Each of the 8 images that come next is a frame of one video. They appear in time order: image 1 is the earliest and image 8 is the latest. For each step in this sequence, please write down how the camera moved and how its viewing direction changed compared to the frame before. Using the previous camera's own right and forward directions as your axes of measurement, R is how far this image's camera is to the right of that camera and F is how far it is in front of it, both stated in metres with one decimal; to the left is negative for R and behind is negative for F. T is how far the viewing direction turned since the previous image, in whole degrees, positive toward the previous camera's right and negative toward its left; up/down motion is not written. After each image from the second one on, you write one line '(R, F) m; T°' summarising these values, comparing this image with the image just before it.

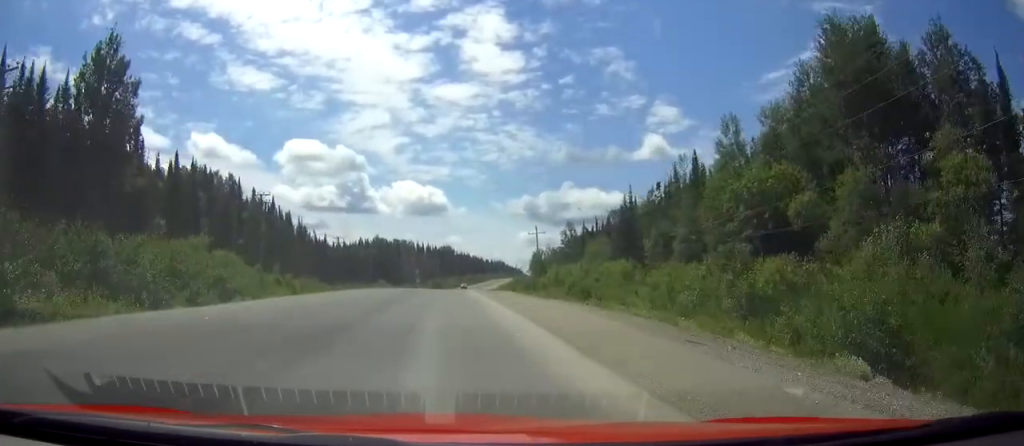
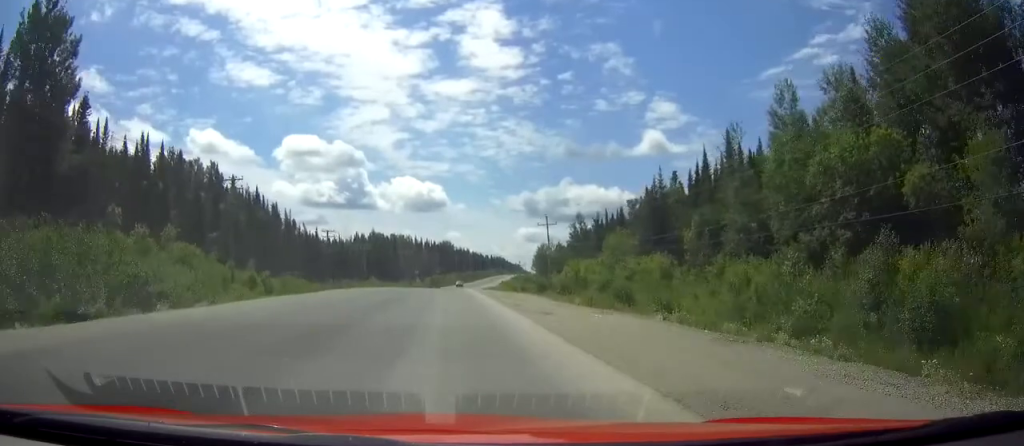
(0.0, +10.8) m; 0°
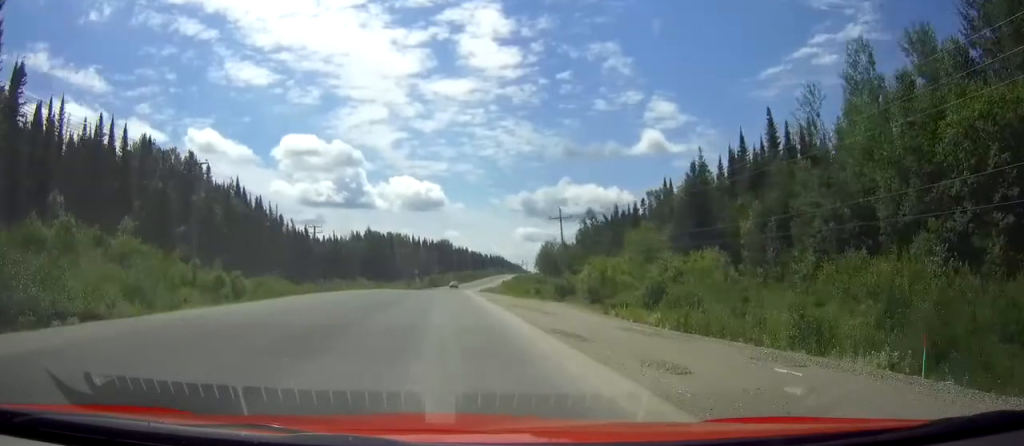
(0.0, +10.8) m; 0°
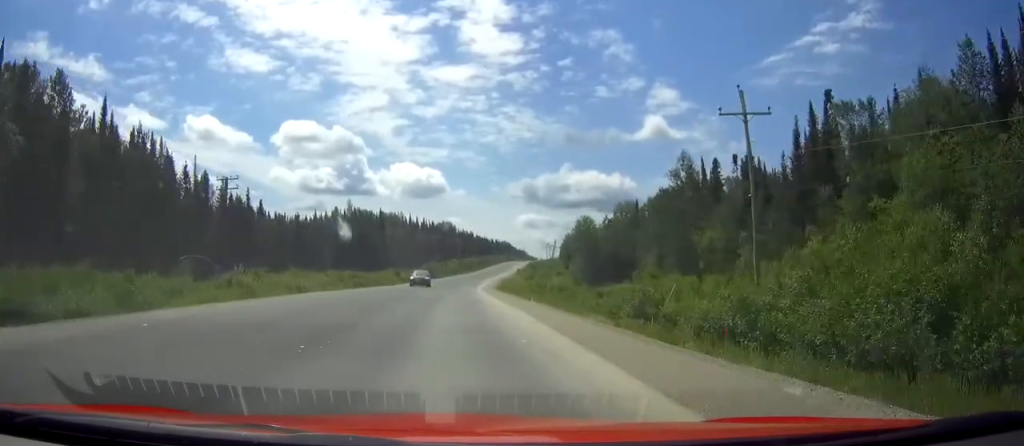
(0.0, +46.6) m; 0°
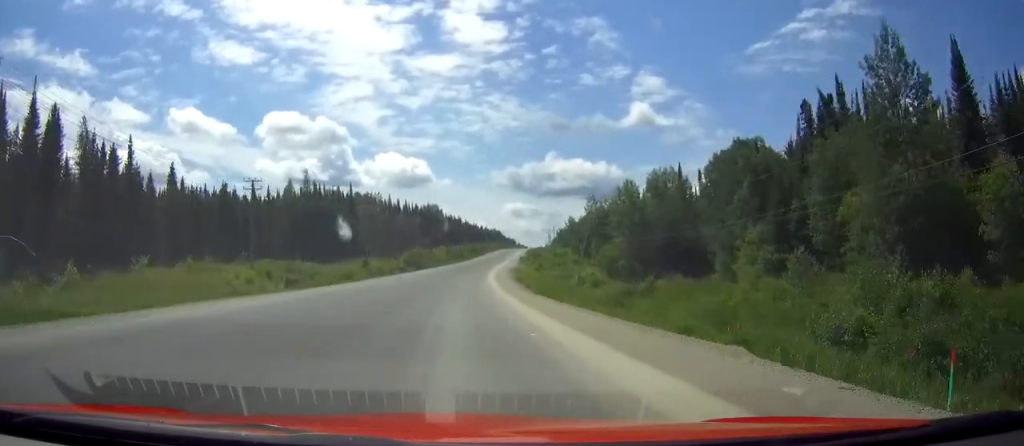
(0.0, +38.4) m; +1°
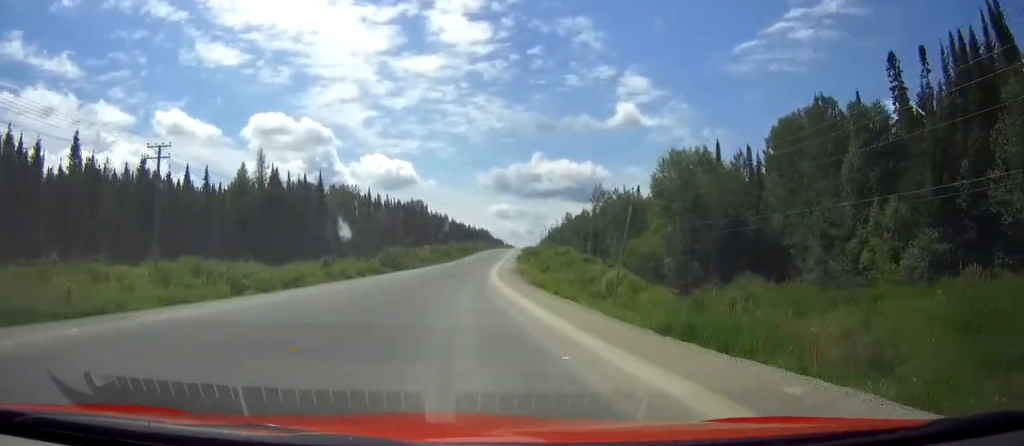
(+0.2, +23.9) m; +1°
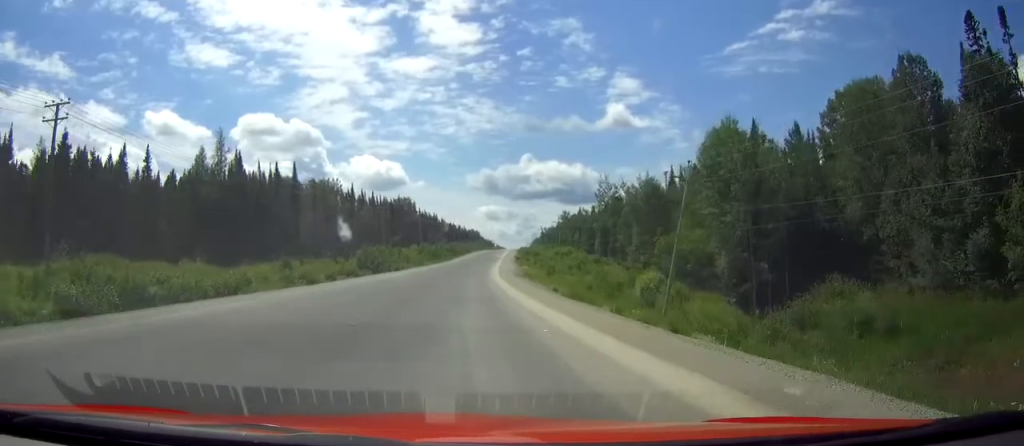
(+0.1, +15.9) m; +1°
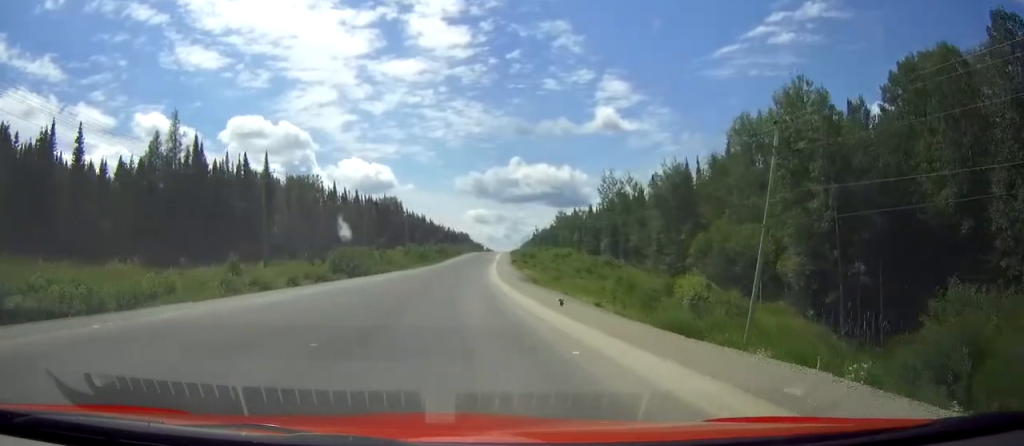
(0.0, +13.4) m; +1°
